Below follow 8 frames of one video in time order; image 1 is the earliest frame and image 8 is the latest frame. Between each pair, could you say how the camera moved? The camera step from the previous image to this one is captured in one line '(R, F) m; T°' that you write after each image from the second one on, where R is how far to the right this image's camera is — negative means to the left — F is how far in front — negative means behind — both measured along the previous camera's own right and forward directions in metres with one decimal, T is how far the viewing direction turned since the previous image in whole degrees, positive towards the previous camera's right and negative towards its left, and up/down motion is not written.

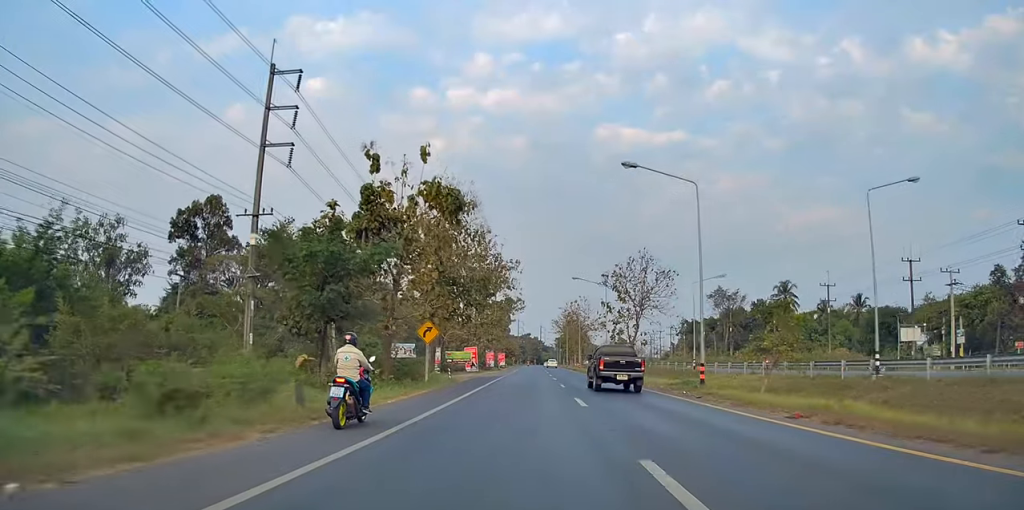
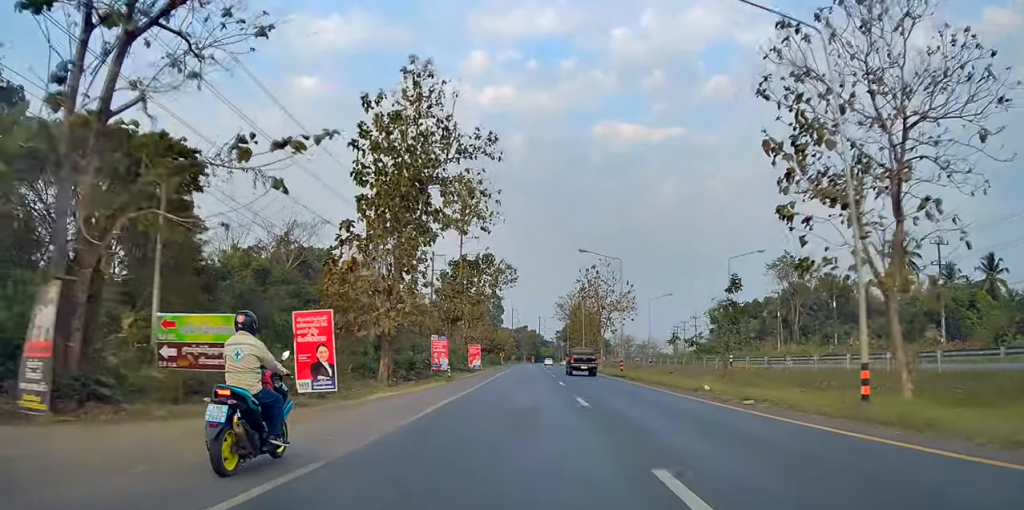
(+0.3, +47.6) m; +1°
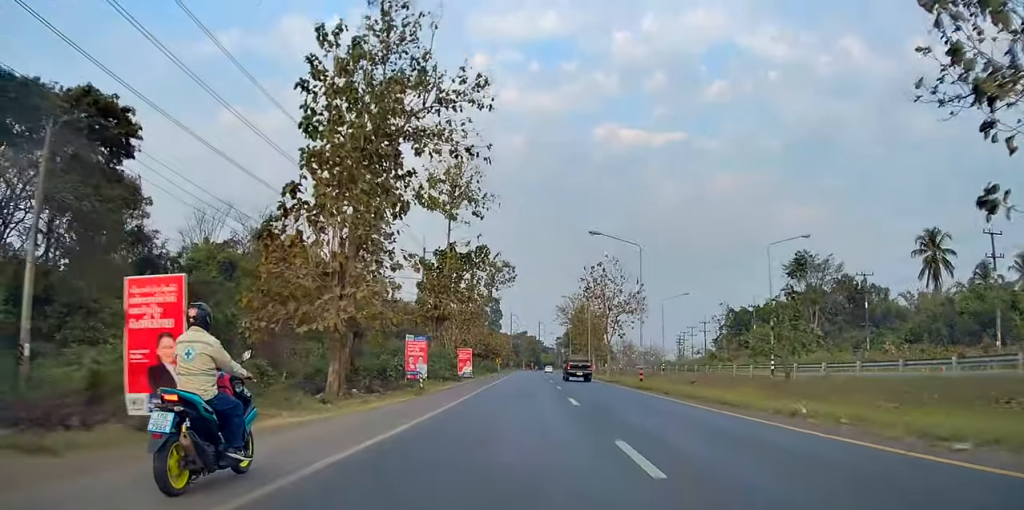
(0.0, +9.0) m; 0°
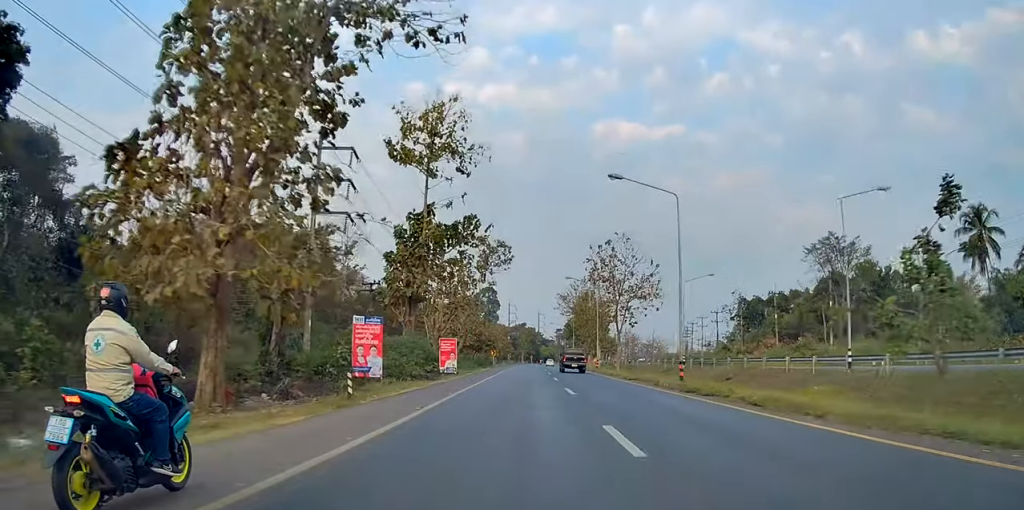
(0.0, +11.1) m; 0°
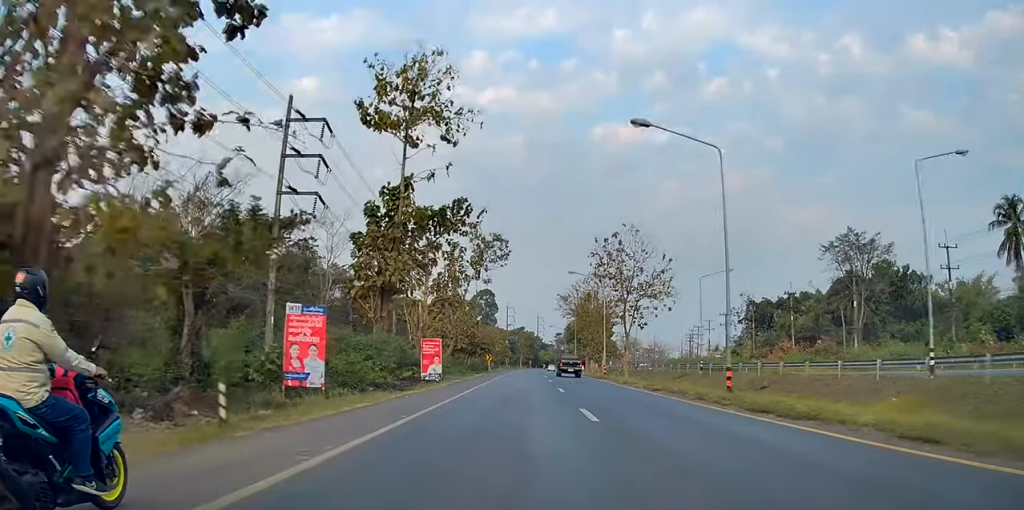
(0.0, +7.2) m; 0°
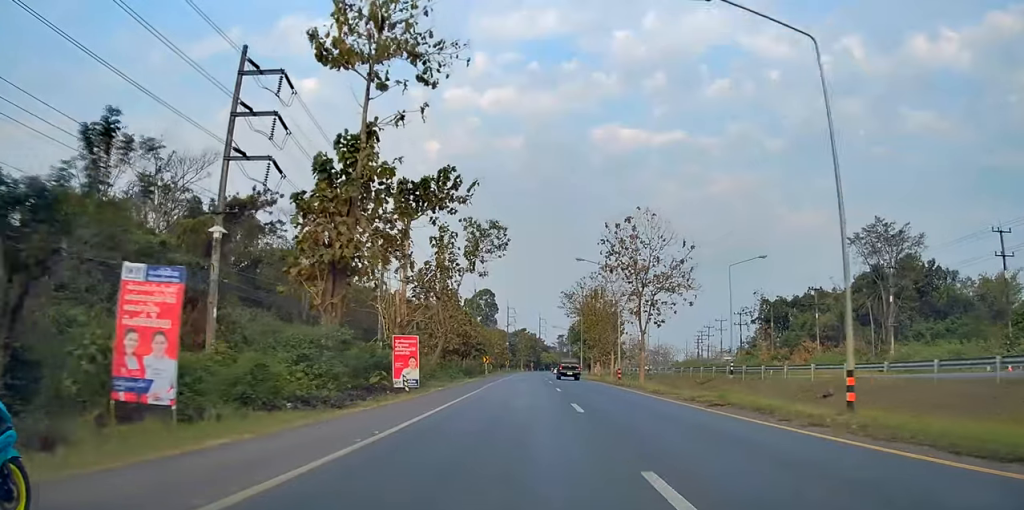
(0.0, +8.4) m; 0°
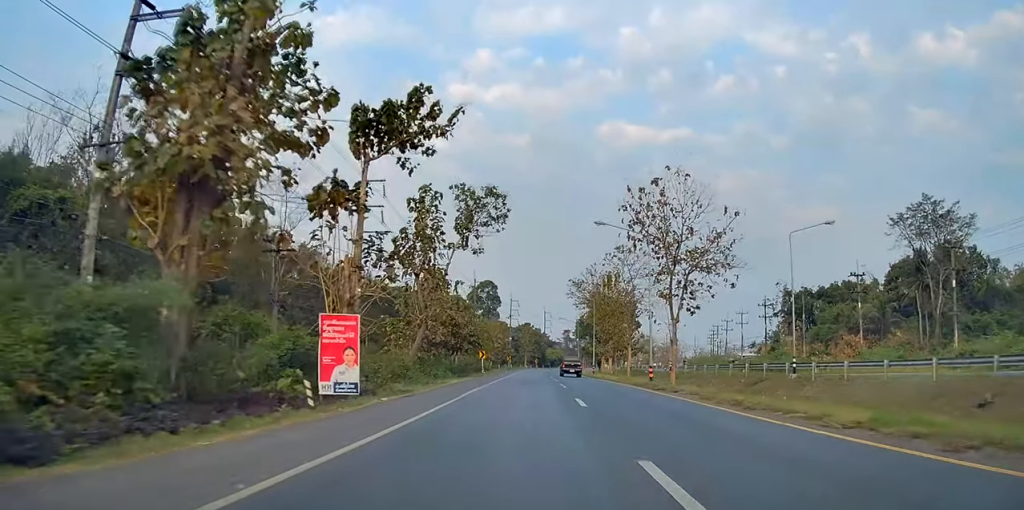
(0.0, +11.4) m; 0°
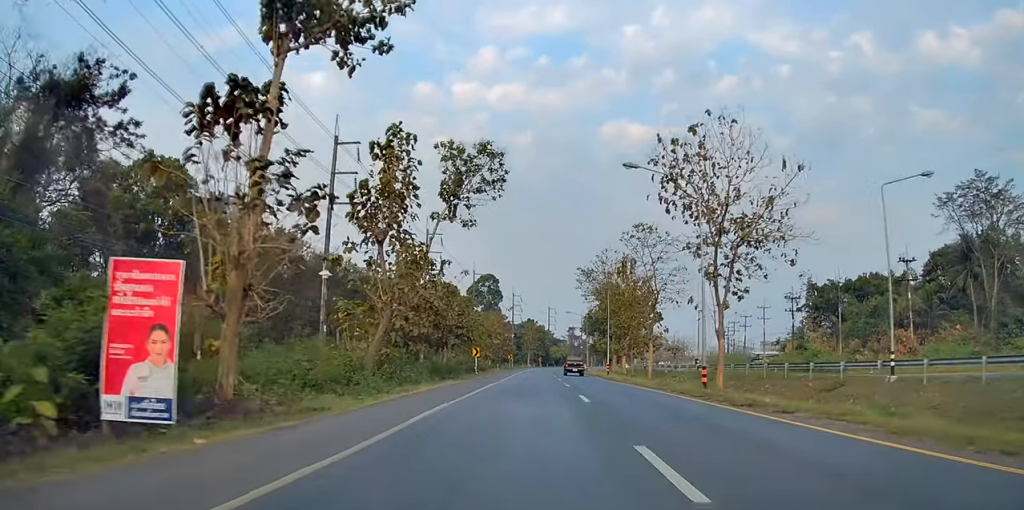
(-0.1, +10.8) m; 0°
